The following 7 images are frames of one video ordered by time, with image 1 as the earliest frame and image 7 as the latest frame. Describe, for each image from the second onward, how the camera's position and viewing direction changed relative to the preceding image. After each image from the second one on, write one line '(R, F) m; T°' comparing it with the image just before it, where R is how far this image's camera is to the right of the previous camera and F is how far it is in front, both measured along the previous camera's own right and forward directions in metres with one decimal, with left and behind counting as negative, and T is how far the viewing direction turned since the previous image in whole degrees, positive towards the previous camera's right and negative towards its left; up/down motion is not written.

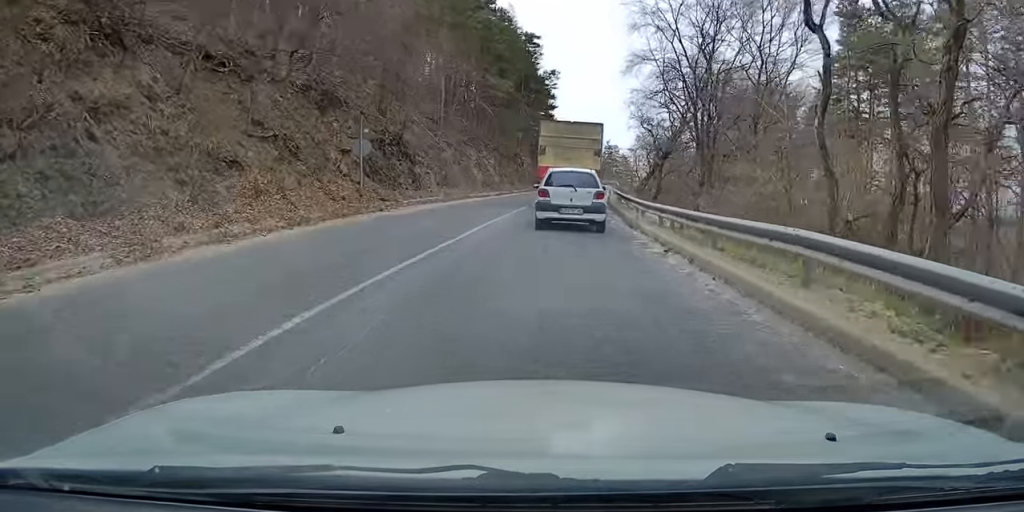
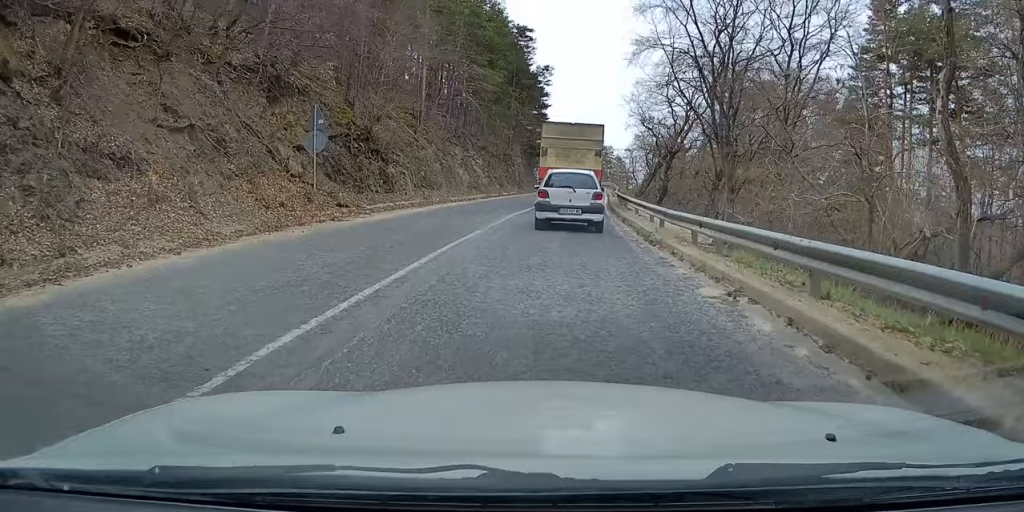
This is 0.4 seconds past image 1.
(0.0, +4.3) m; +2°
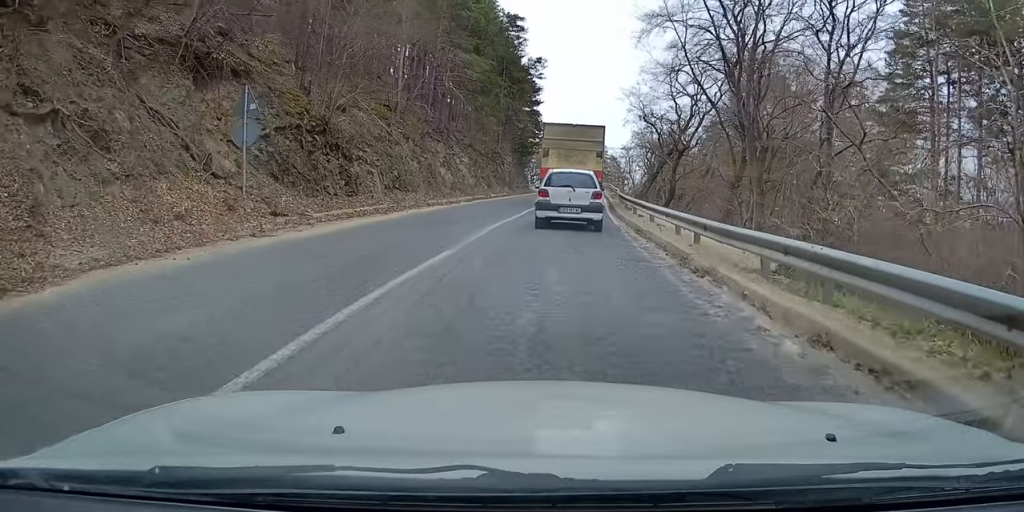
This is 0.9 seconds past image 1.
(-0.1, +4.3) m; +2°
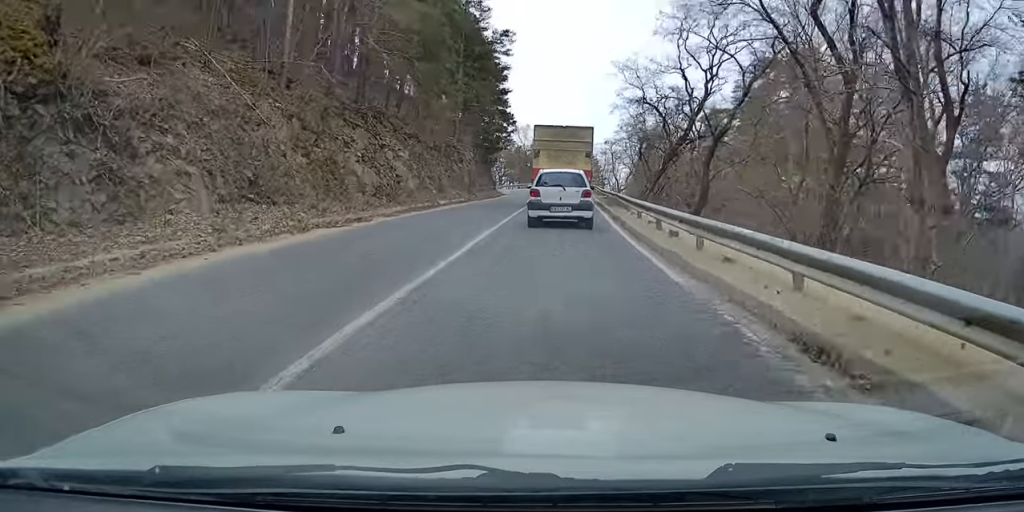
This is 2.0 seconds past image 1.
(+0.5, +11.7) m; +3°
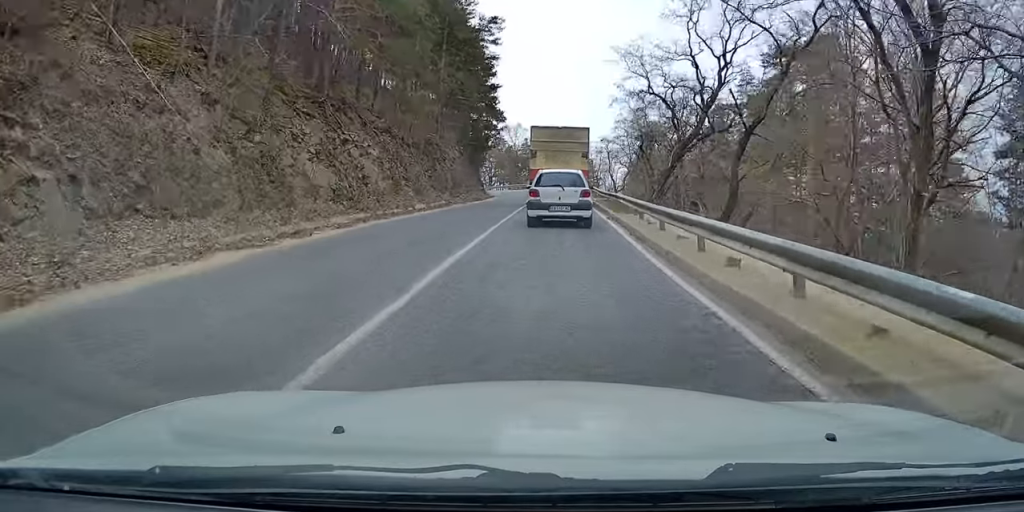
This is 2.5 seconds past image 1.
(0.0, +4.4) m; 0°
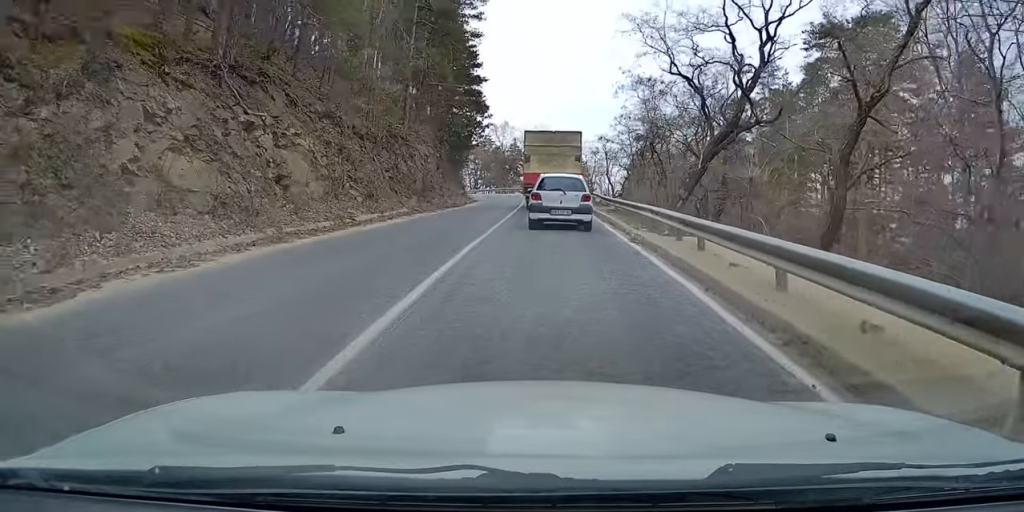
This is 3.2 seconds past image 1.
(0.0, +7.5) m; 0°
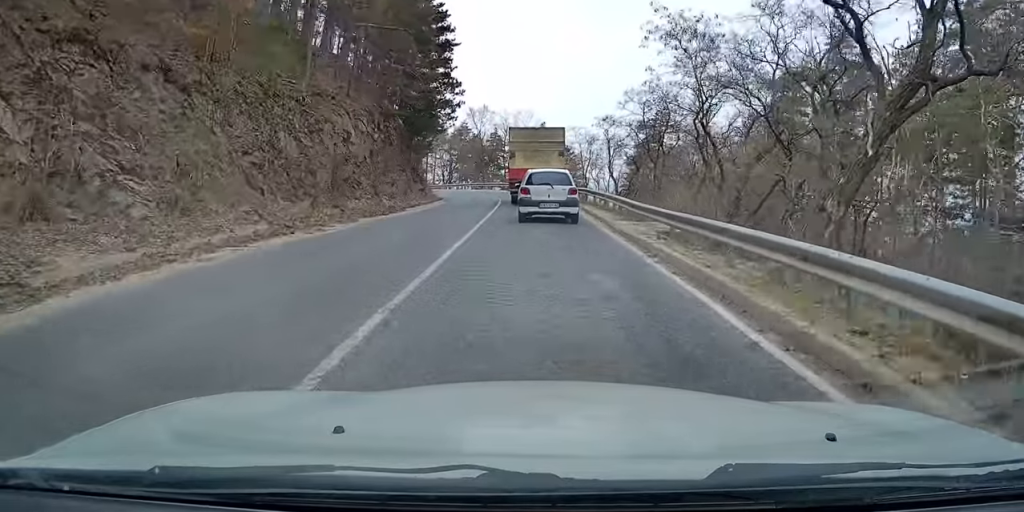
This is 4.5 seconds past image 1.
(+0.1, +13.5) m; +2°
